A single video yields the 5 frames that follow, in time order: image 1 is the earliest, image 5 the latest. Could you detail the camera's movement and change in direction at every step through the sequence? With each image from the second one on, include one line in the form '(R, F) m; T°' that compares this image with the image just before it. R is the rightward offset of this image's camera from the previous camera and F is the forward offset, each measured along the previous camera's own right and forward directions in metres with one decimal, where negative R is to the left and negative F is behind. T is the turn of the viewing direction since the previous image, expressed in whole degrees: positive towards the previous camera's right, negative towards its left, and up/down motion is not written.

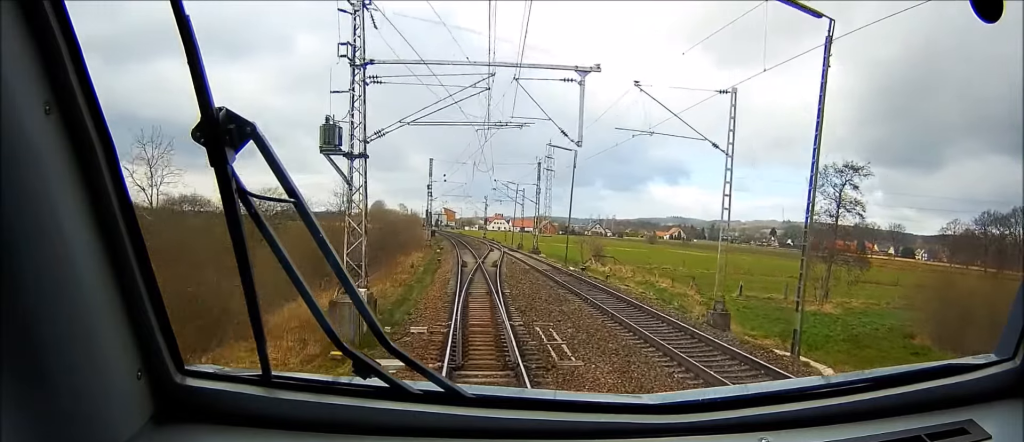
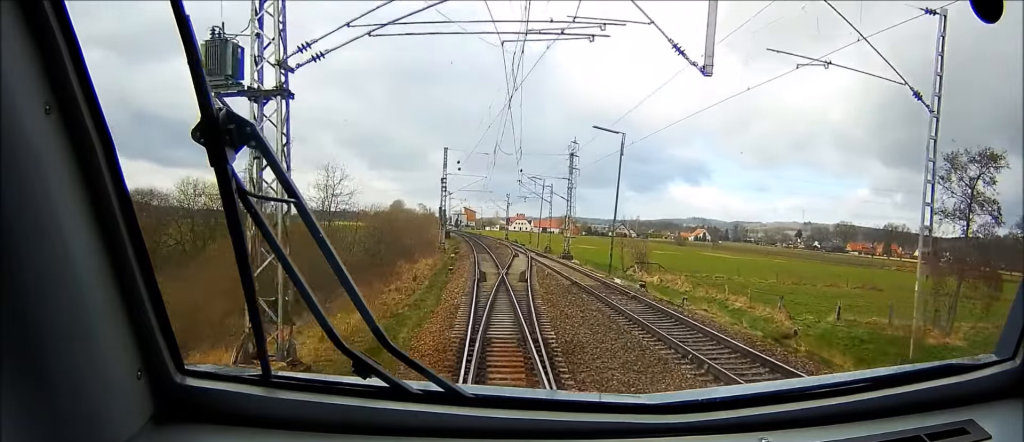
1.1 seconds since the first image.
(-0.2, +12.3) m; -3°
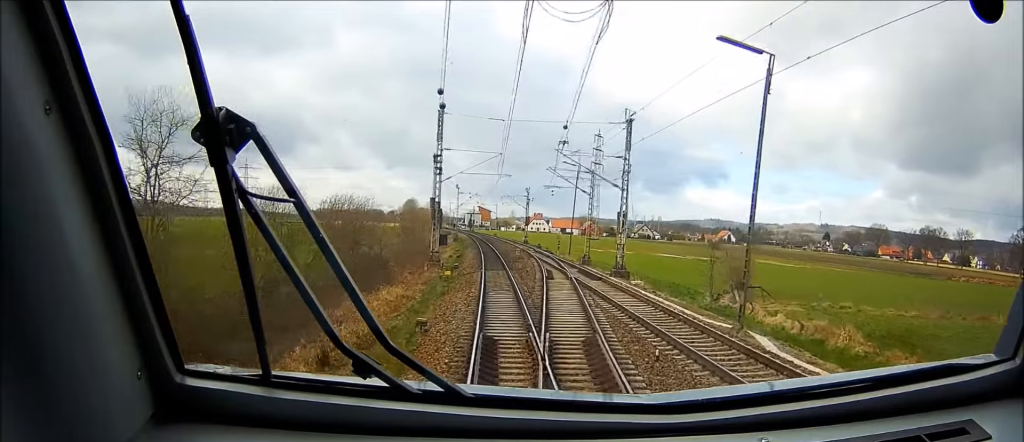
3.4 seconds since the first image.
(-0.7, +24.1) m; -2°
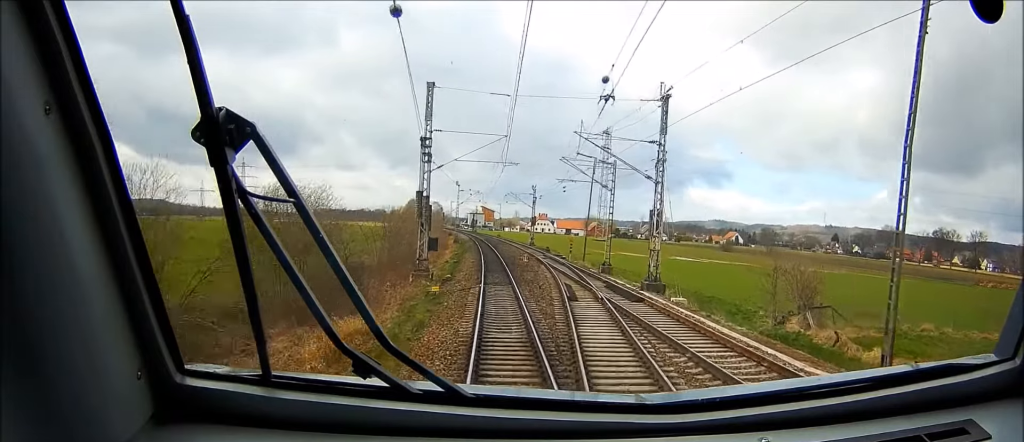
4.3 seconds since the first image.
(0.0, +10.1) m; 0°
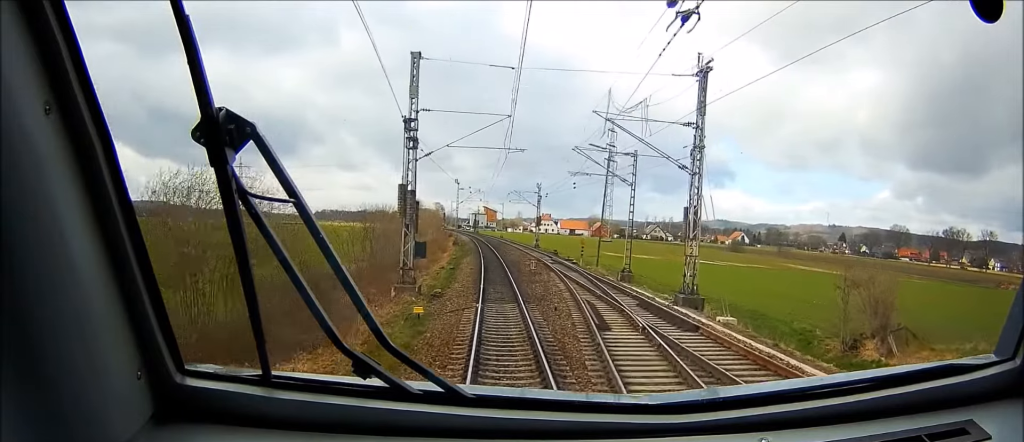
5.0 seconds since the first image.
(0.0, +7.3) m; 0°
